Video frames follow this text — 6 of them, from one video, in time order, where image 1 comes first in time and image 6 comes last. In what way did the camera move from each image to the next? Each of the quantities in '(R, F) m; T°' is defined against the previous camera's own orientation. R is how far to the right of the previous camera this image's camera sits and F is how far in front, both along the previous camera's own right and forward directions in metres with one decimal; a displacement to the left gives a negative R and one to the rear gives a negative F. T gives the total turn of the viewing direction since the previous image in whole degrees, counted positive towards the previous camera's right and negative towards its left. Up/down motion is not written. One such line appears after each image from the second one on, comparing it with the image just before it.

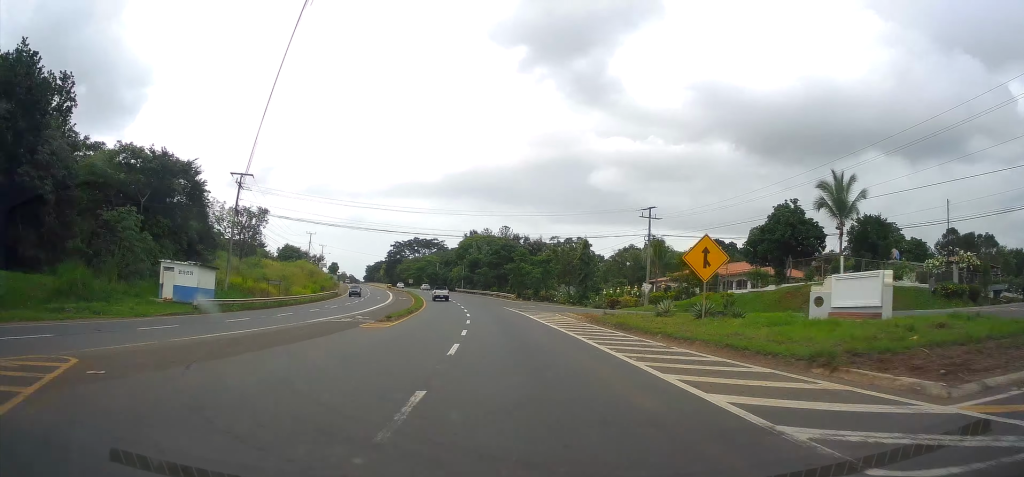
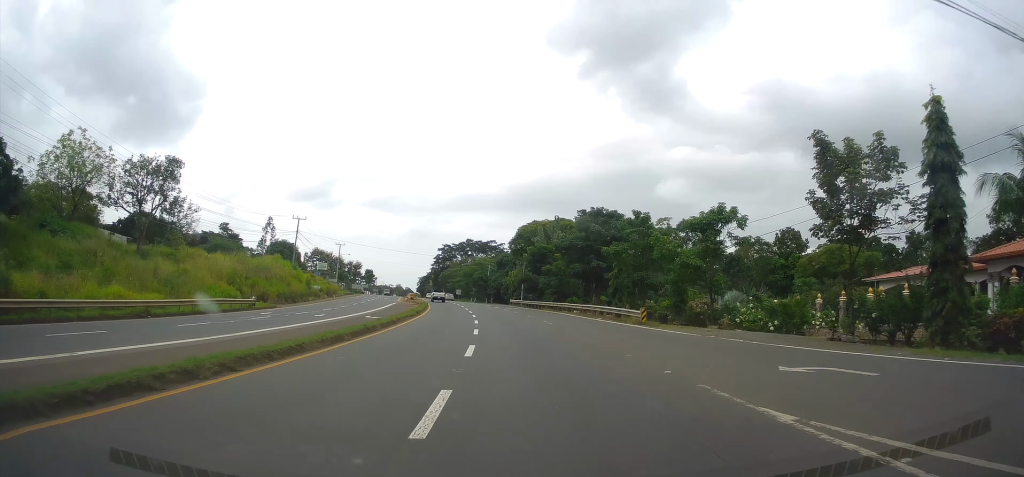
(-3.0, +47.6) m; -7°
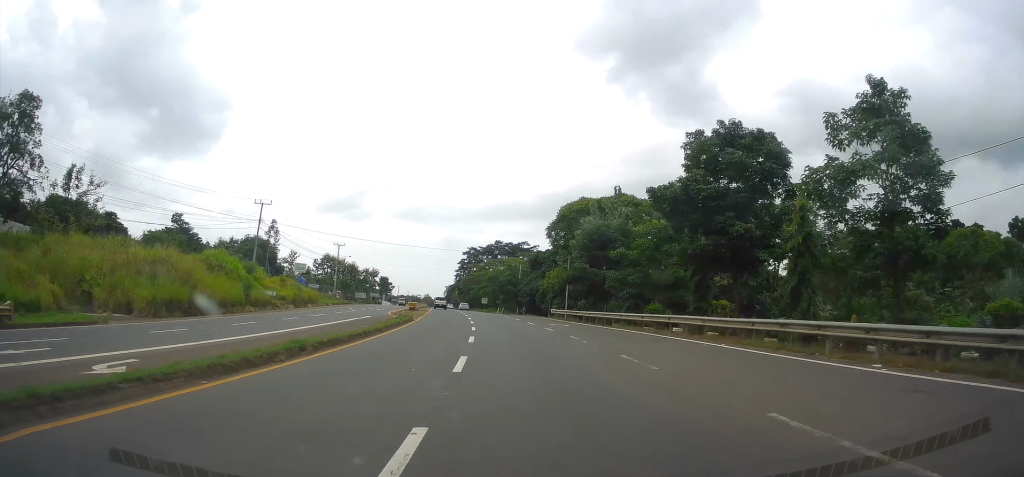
(-0.7, +27.1) m; -4°
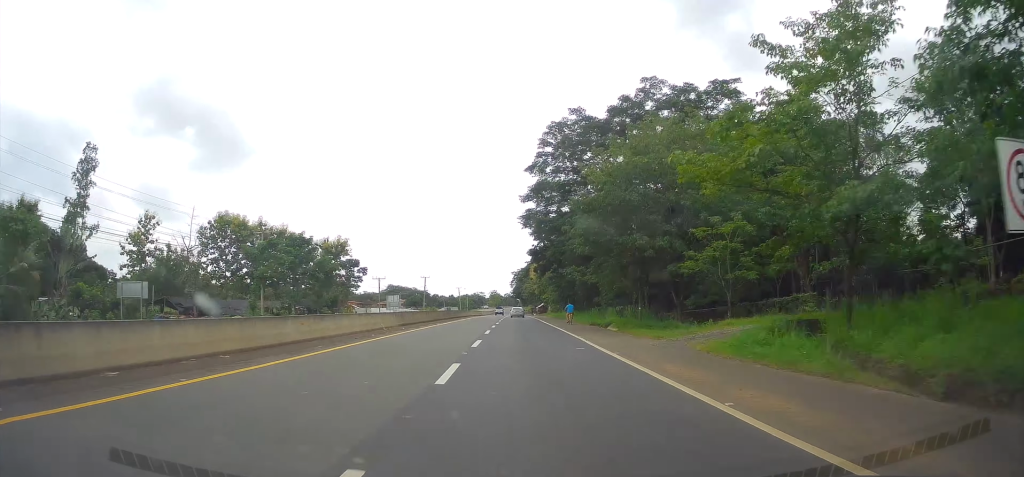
(-16.2, +129.6) m; -10°
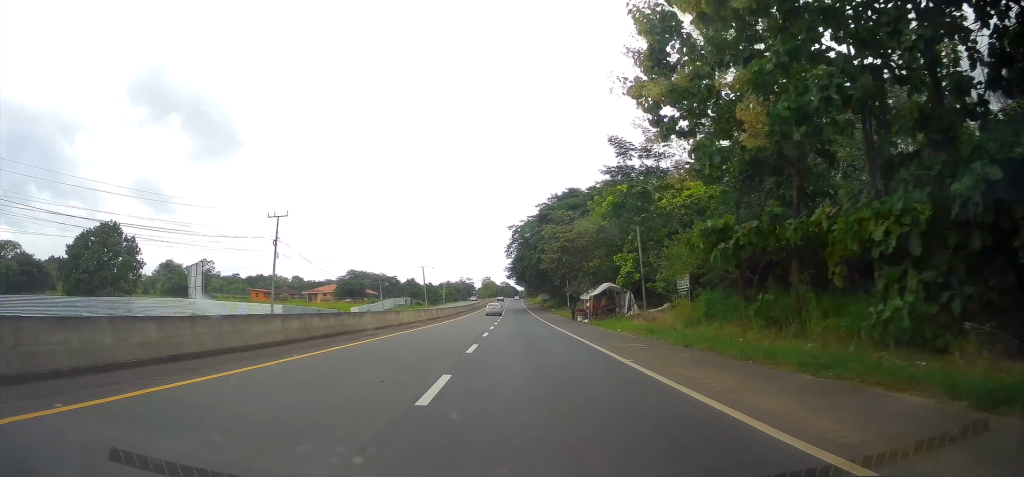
(+0.1, +98.6) m; 0°
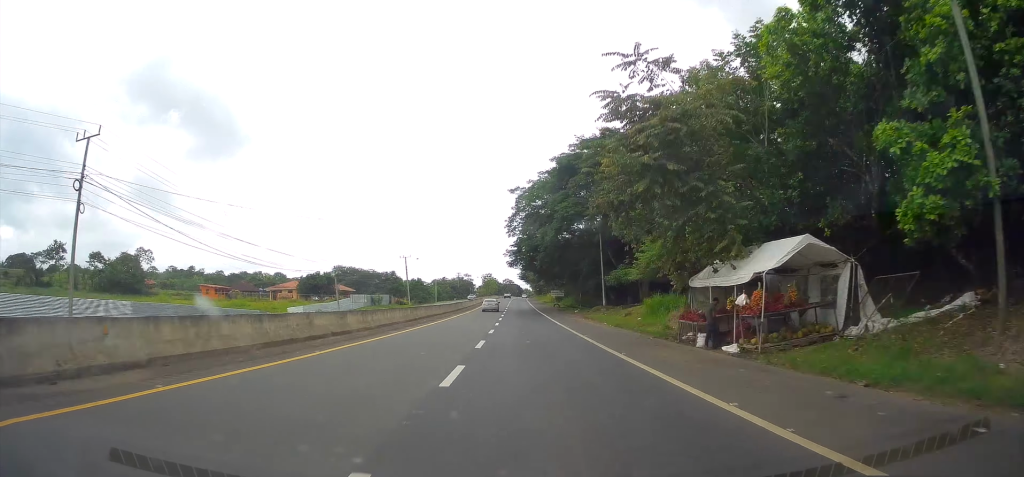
(0.0, +30.6) m; 0°
